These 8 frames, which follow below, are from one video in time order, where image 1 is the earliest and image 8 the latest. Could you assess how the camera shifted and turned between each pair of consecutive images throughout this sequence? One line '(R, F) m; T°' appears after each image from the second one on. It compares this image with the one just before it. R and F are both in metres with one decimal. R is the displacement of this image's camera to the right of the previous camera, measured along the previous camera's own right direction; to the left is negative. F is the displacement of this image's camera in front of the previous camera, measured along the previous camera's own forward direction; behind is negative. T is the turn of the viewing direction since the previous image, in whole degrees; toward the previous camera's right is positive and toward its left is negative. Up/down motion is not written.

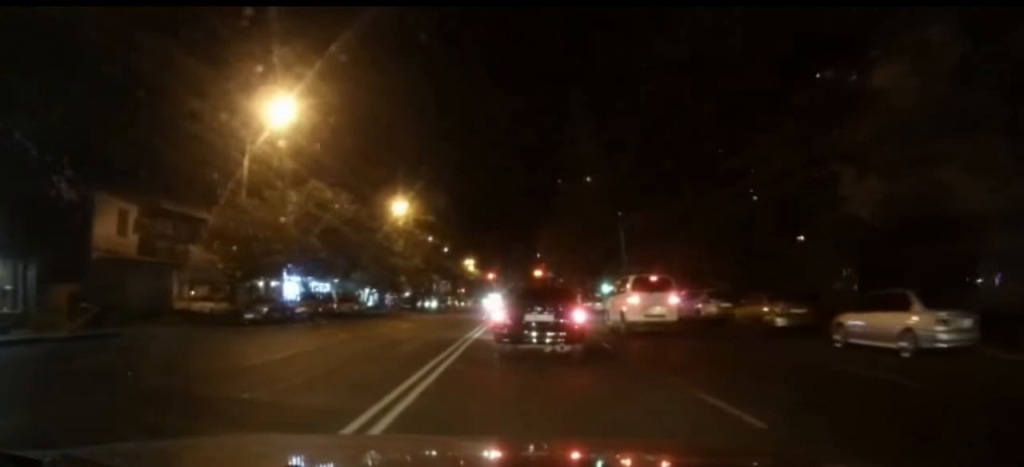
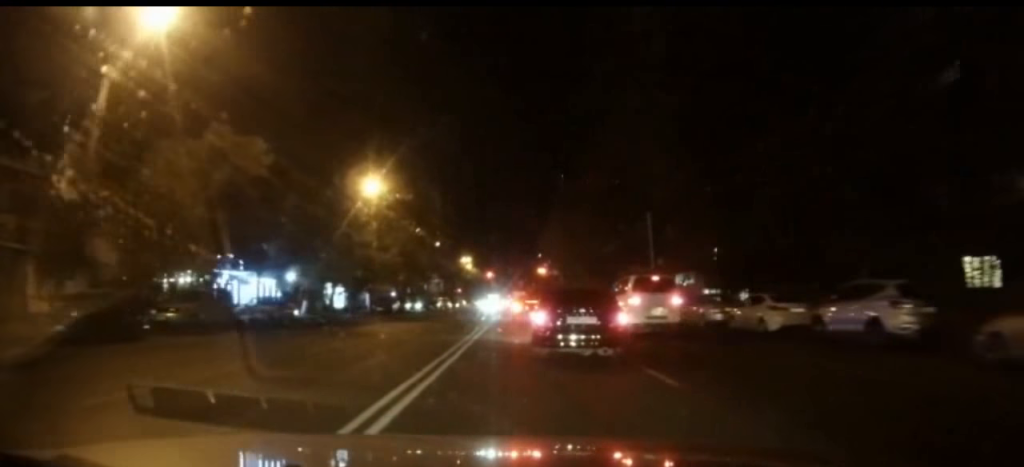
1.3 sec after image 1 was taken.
(-0.1, +13.2) m; -1°
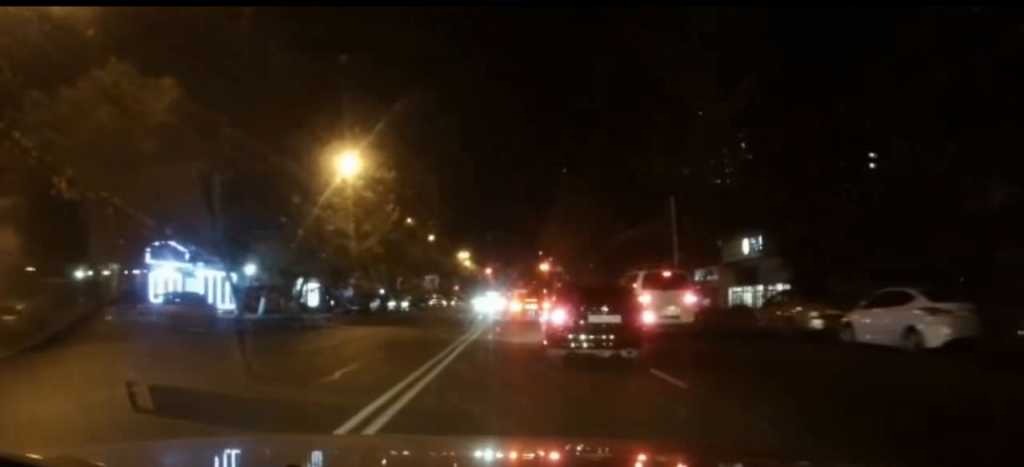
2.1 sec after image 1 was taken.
(-0.2, +7.6) m; 0°
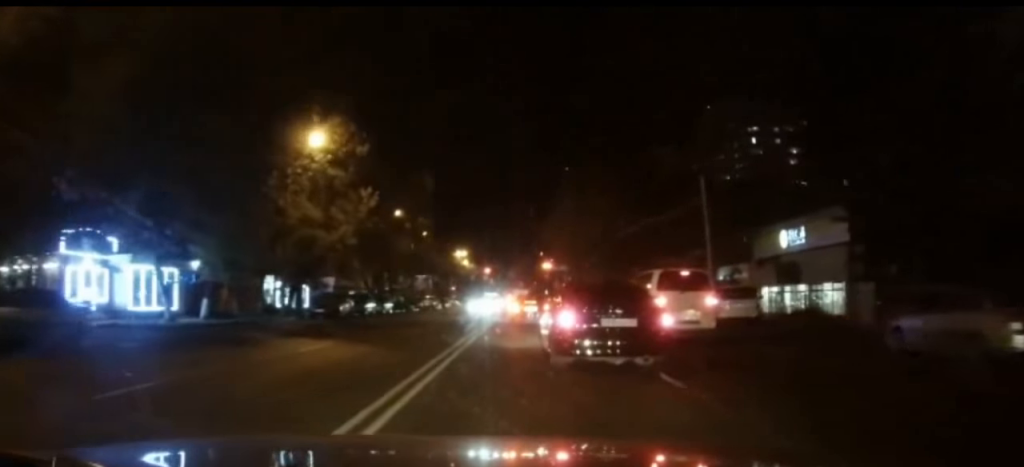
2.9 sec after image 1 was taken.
(+0.2, +7.5) m; +1°
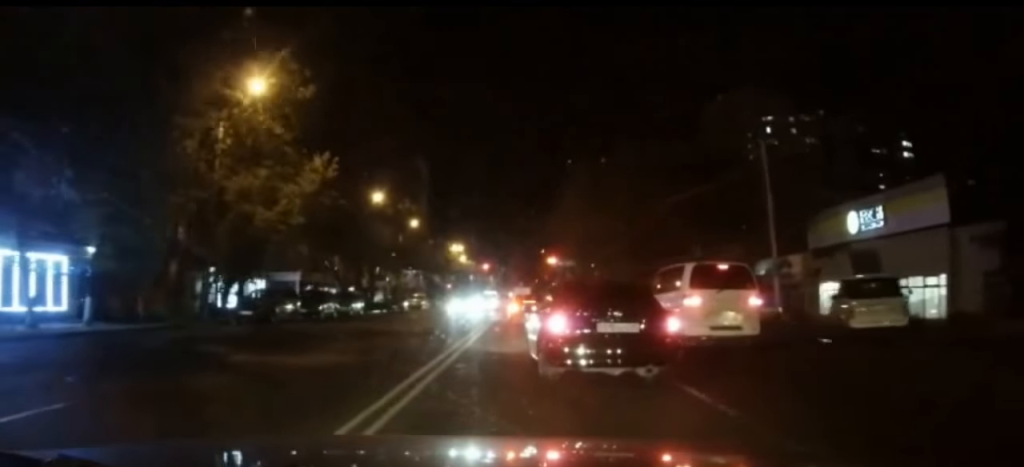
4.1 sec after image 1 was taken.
(-0.1, +9.9) m; +1°
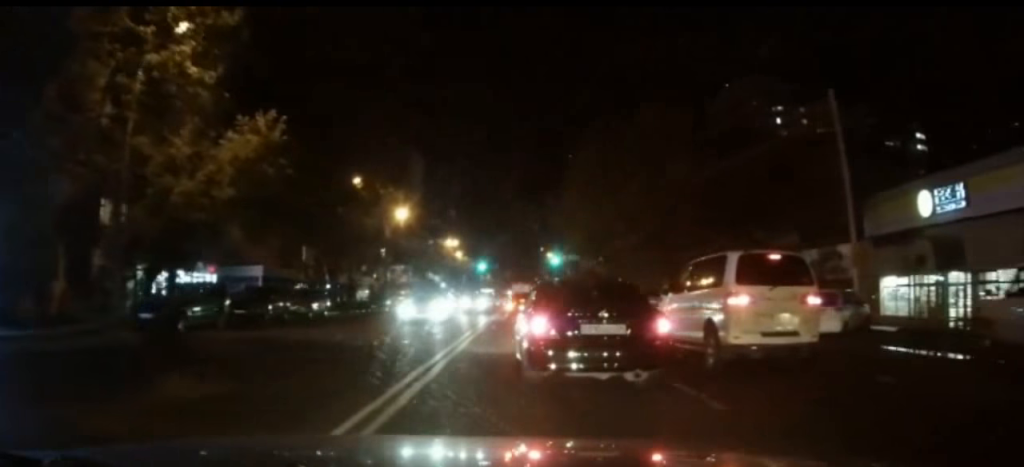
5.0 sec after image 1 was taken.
(+0.2, +7.6) m; 0°
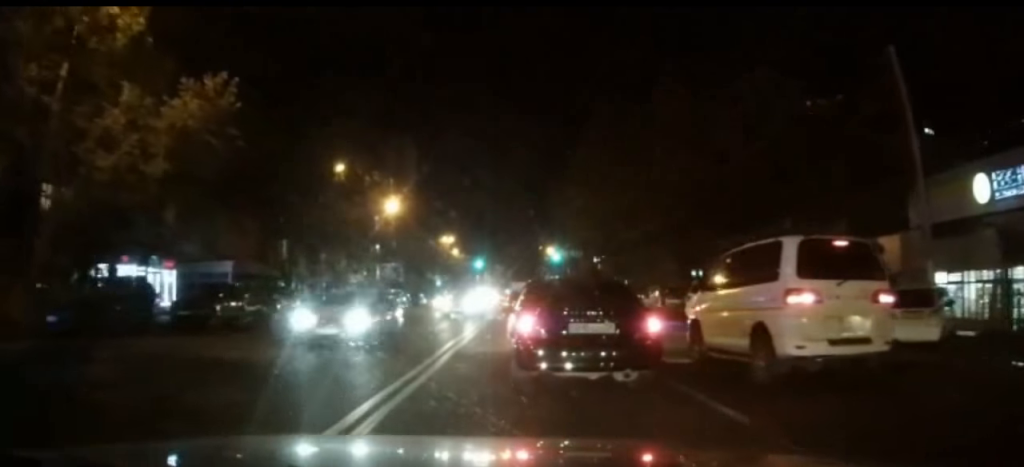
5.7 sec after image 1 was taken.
(-0.1, +4.6) m; 0°
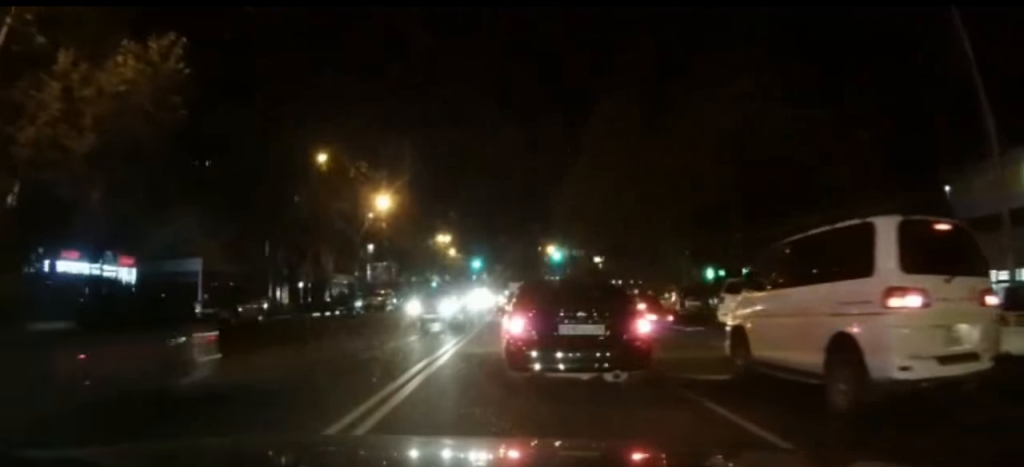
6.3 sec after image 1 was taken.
(0.0, +4.2) m; -1°
